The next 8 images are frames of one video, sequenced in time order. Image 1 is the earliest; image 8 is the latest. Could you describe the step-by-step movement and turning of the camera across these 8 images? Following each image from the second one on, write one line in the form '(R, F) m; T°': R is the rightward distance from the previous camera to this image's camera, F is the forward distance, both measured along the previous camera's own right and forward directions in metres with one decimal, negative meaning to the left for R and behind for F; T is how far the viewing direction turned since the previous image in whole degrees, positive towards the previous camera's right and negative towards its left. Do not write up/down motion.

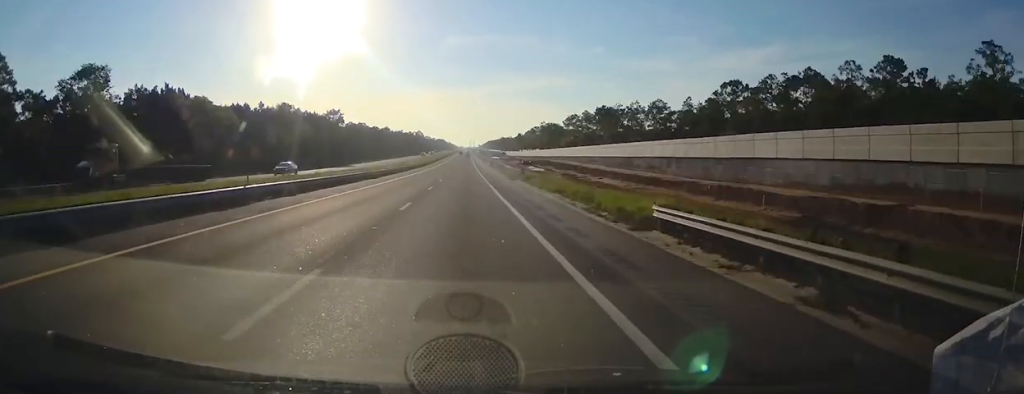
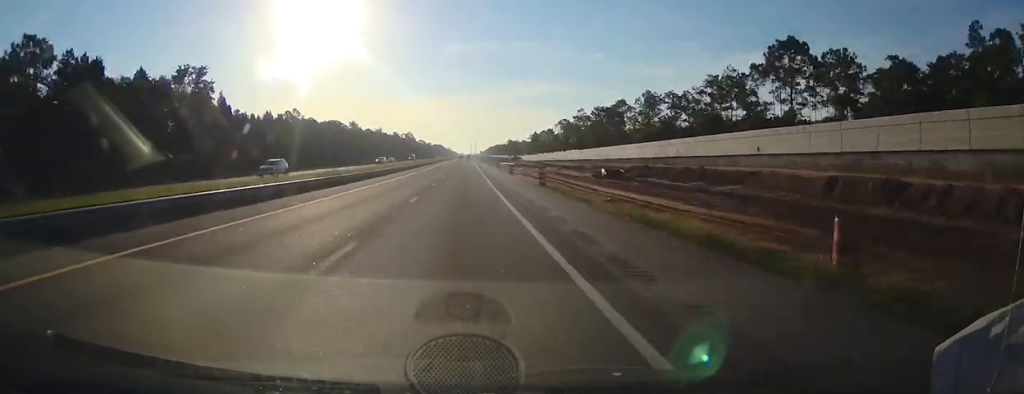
(+0.2, +88.1) m; 0°
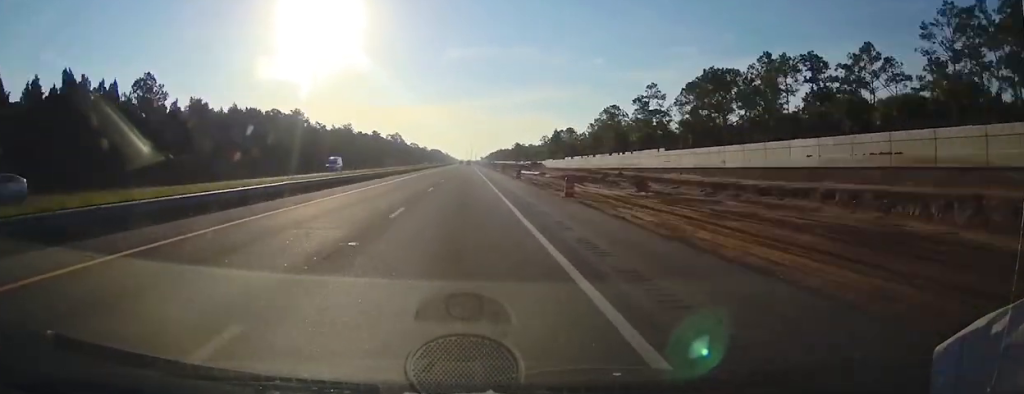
(+0.4, +70.1) m; 0°
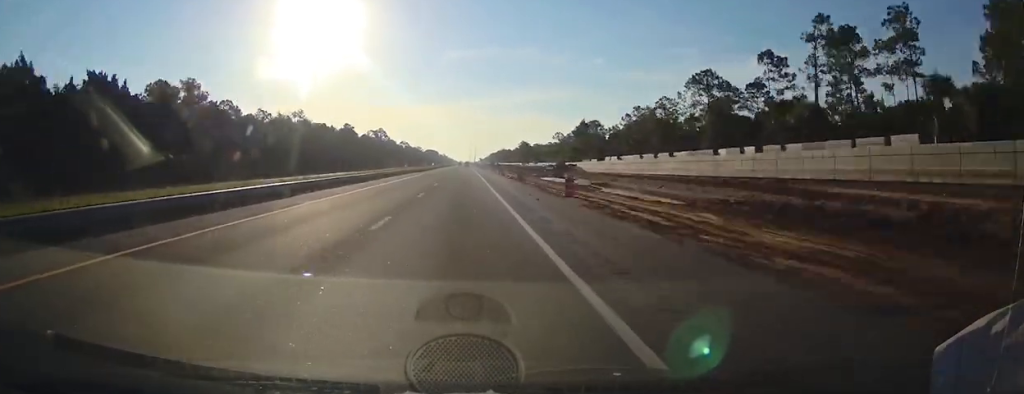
(-0.1, +56.6) m; 0°
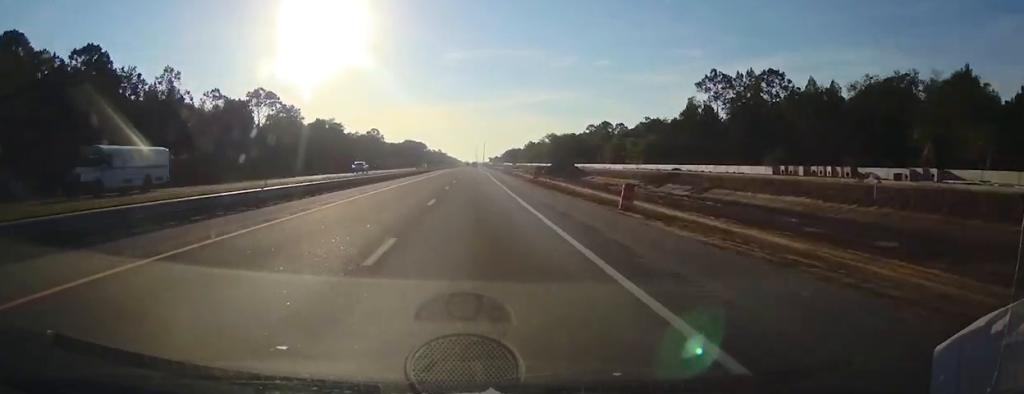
(-0.5, +273.6) m; 0°
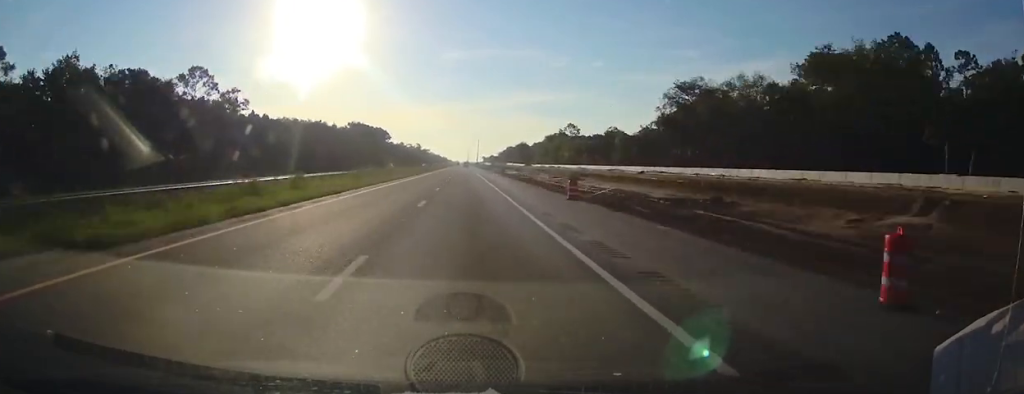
(-0.4, +160.9) m; 0°
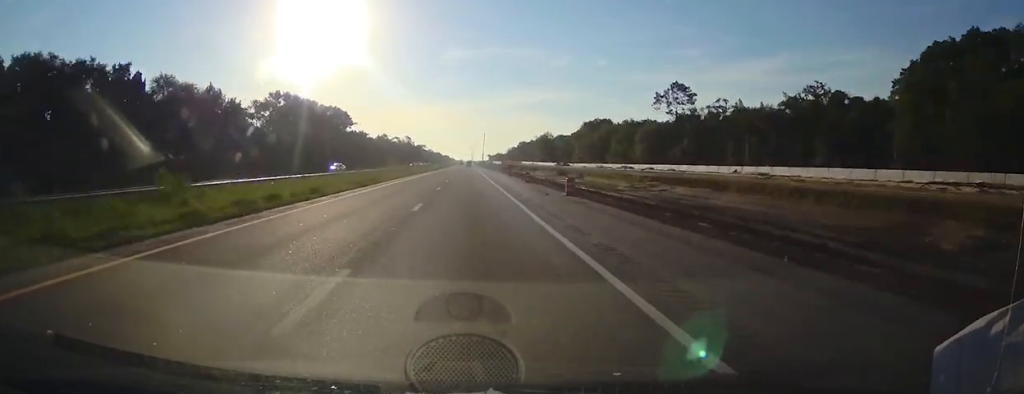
(-0.2, +95.8) m; 0°
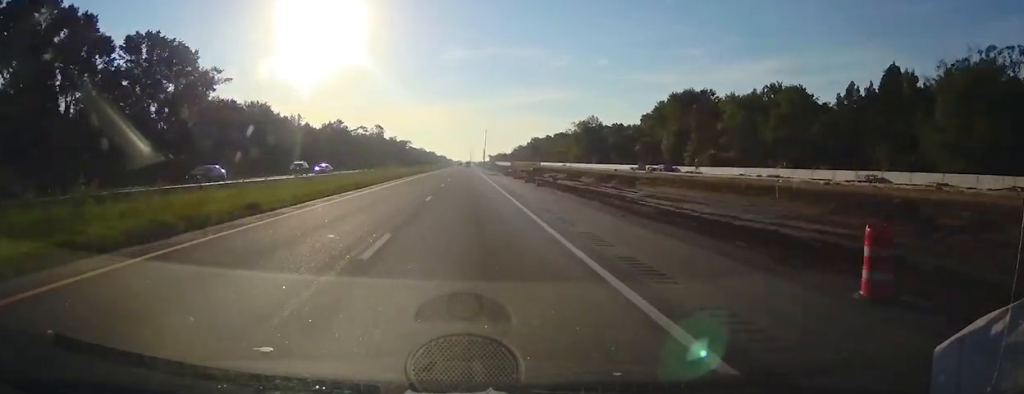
(+0.3, +100.3) m; 0°
